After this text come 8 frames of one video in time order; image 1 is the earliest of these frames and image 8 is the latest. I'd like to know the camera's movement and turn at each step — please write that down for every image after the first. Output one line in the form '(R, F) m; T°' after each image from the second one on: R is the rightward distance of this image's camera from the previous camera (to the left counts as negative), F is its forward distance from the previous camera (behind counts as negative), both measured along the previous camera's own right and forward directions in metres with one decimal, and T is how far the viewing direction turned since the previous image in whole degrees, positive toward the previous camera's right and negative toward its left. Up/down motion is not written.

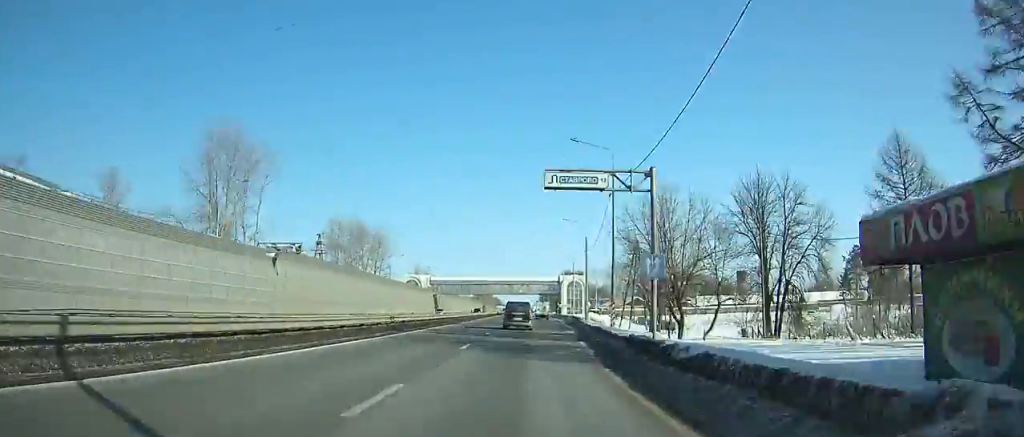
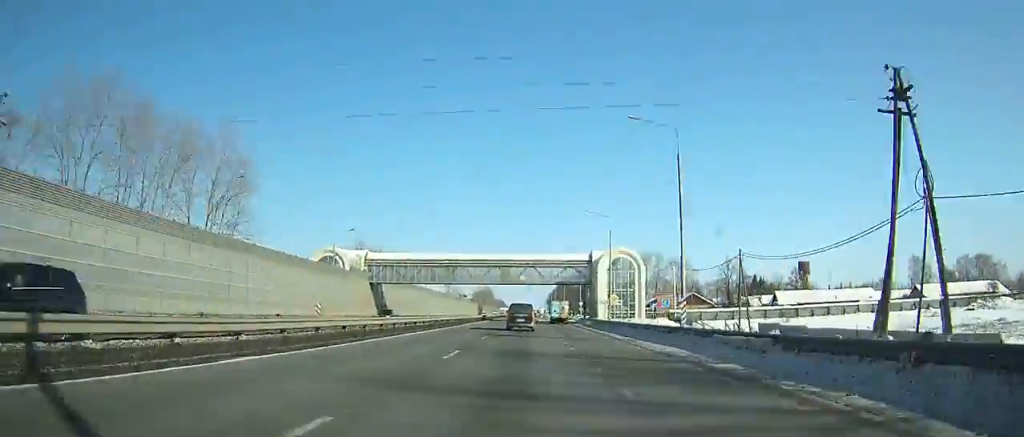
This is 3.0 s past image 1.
(-0.1, +63.3) m; 0°
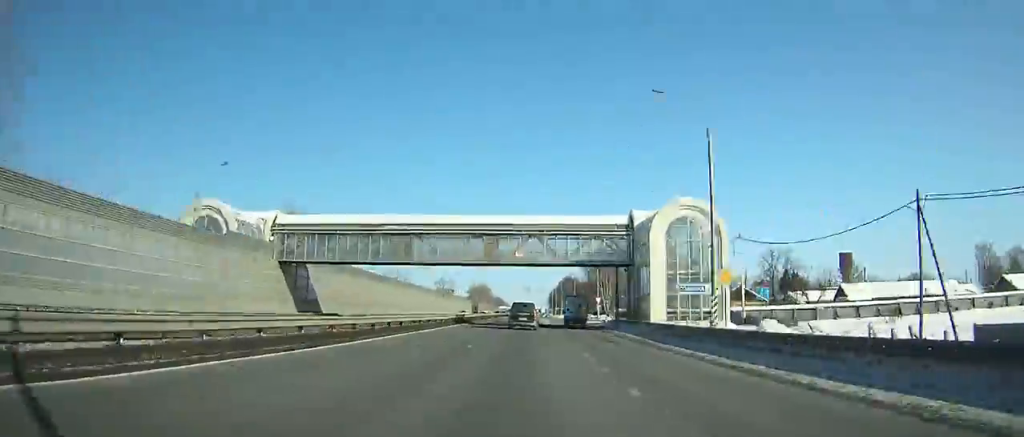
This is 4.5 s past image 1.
(-0.1, +31.6) m; 0°
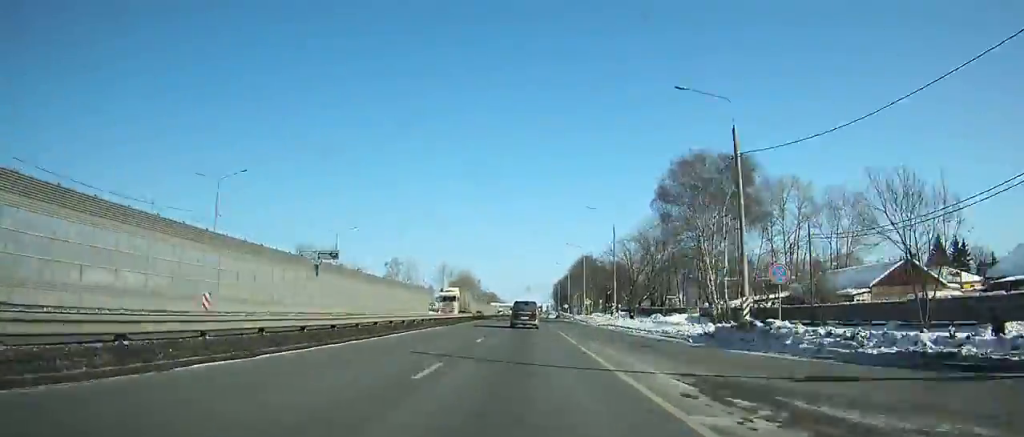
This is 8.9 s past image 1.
(+0.2, +92.1) m; 0°
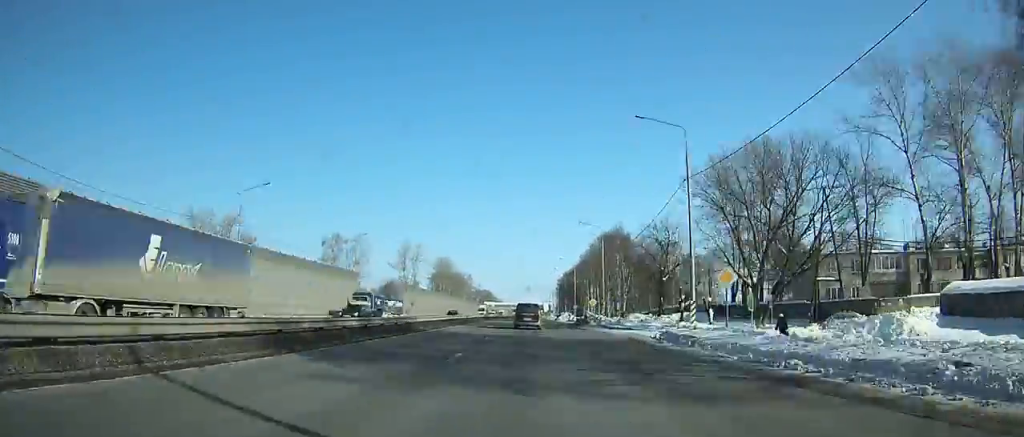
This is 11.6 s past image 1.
(-0.2, +56.2) m; 0°
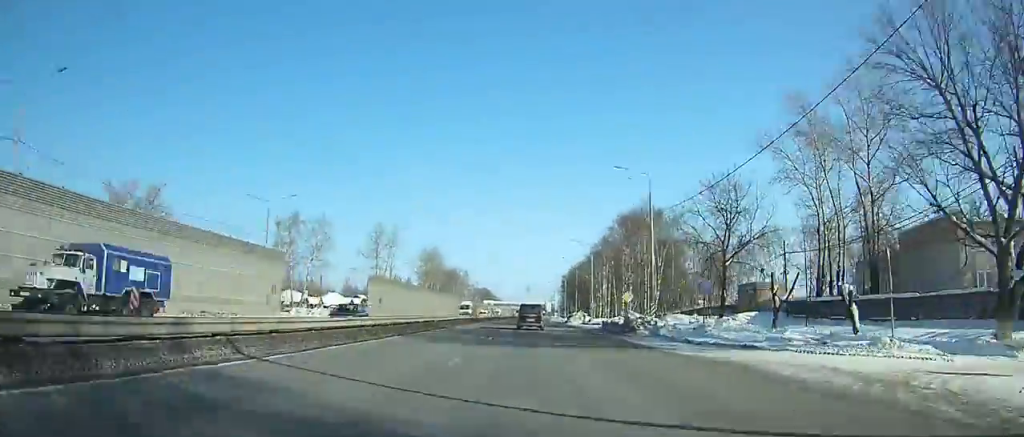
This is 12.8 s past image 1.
(0.0, +25.0) m; 0°
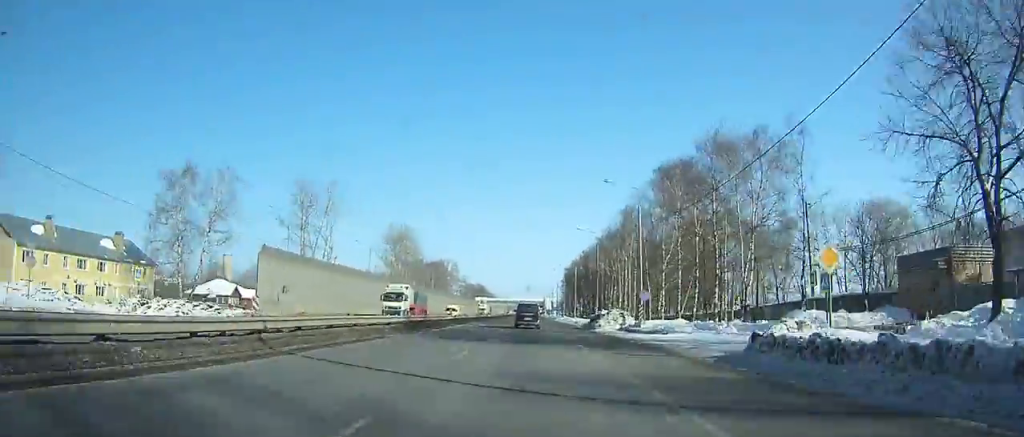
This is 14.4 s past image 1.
(+0.1, +33.5) m; 0°
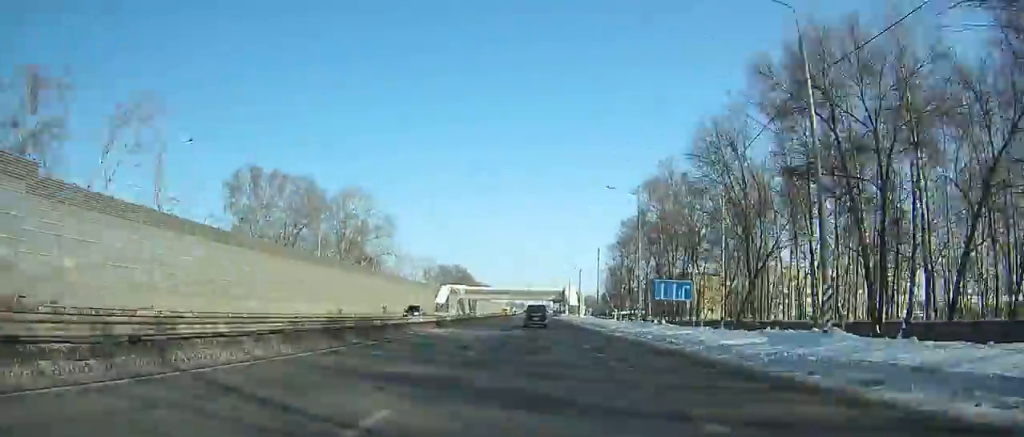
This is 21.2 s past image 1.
(-1.5, +144.9) m; 0°
